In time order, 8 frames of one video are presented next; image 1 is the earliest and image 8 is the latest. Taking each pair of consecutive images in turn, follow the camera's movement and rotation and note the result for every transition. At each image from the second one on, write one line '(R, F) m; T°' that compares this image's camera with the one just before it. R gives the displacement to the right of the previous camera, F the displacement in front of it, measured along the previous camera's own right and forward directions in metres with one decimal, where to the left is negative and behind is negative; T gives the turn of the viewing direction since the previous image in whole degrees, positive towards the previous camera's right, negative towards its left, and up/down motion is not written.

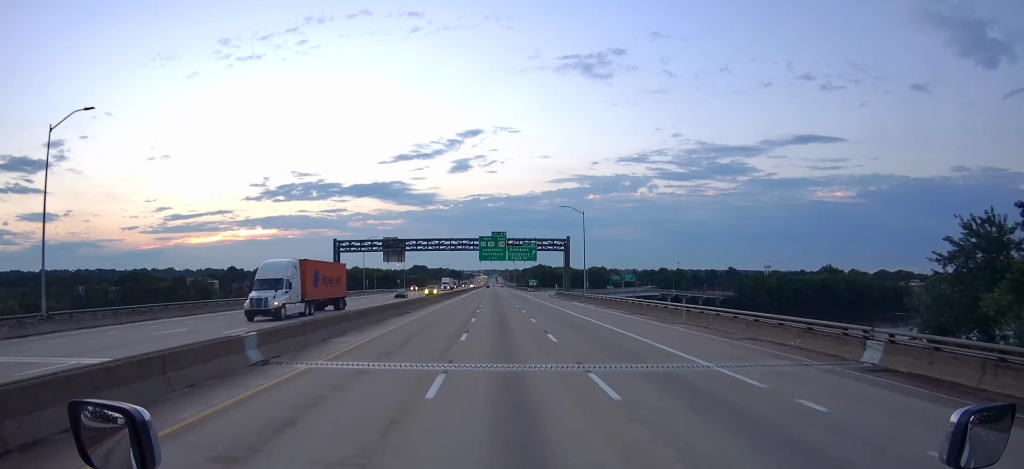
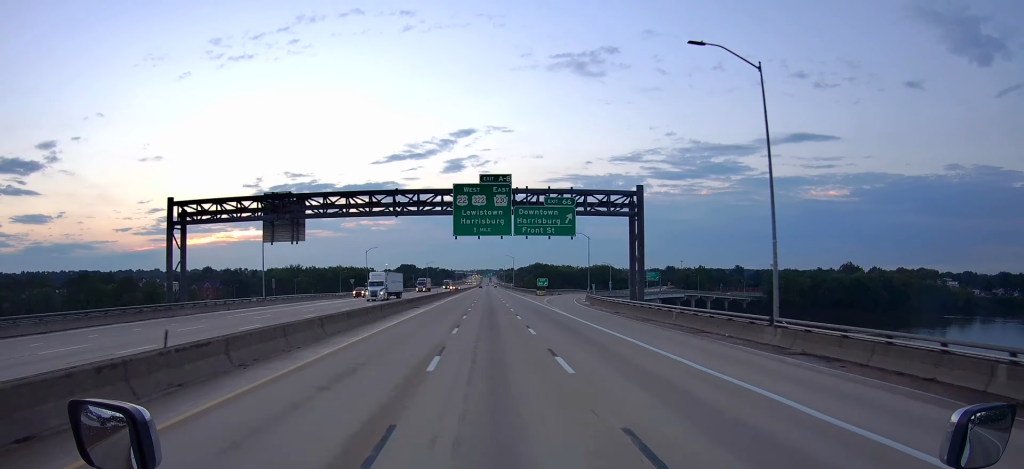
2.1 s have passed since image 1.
(+0.2, +60.2) m; 0°
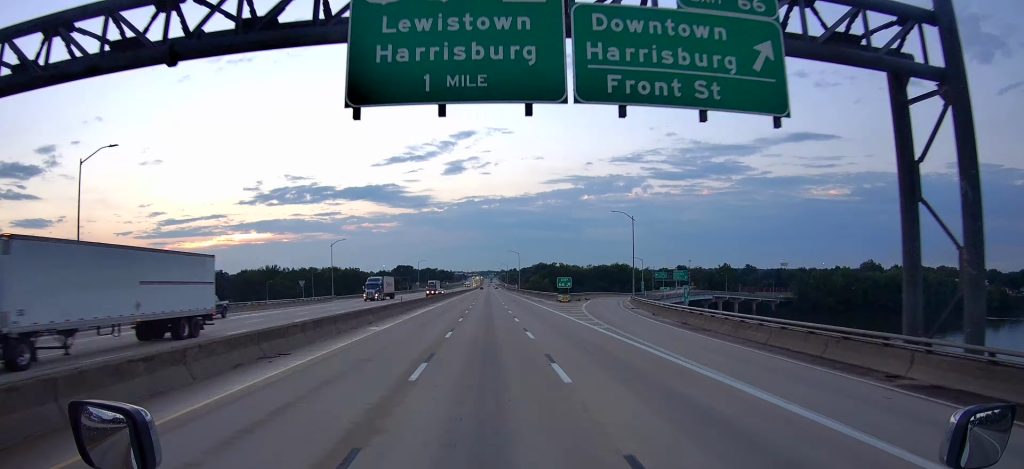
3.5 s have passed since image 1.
(-0.1, +42.7) m; 0°
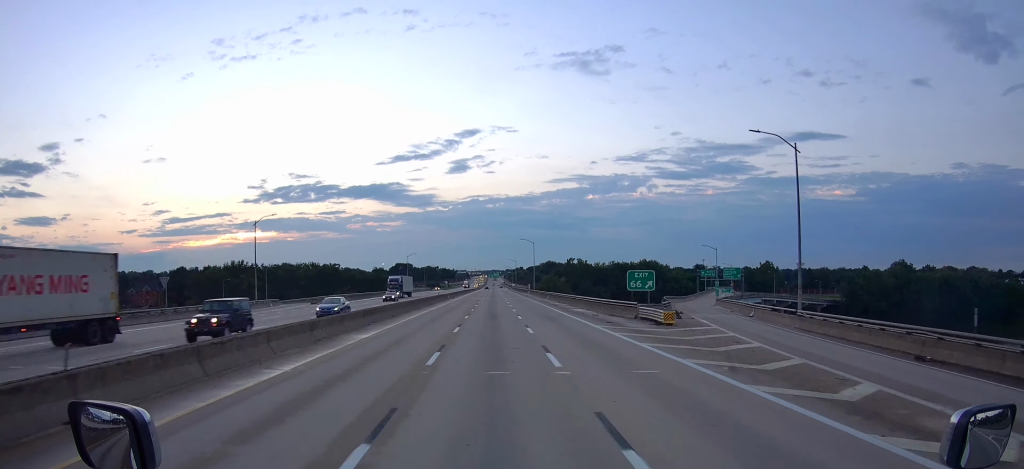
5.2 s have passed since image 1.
(-0.1, +52.4) m; 0°
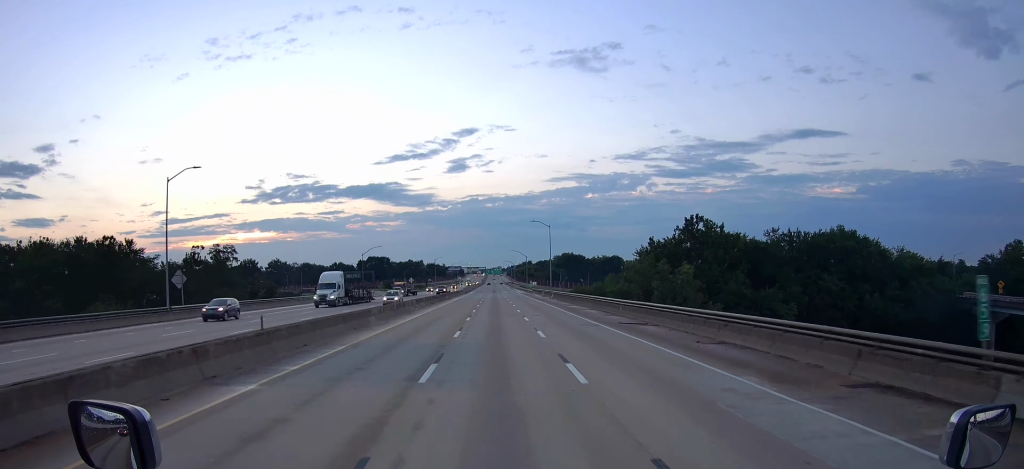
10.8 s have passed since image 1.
(0.0, +161.6) m; 0°
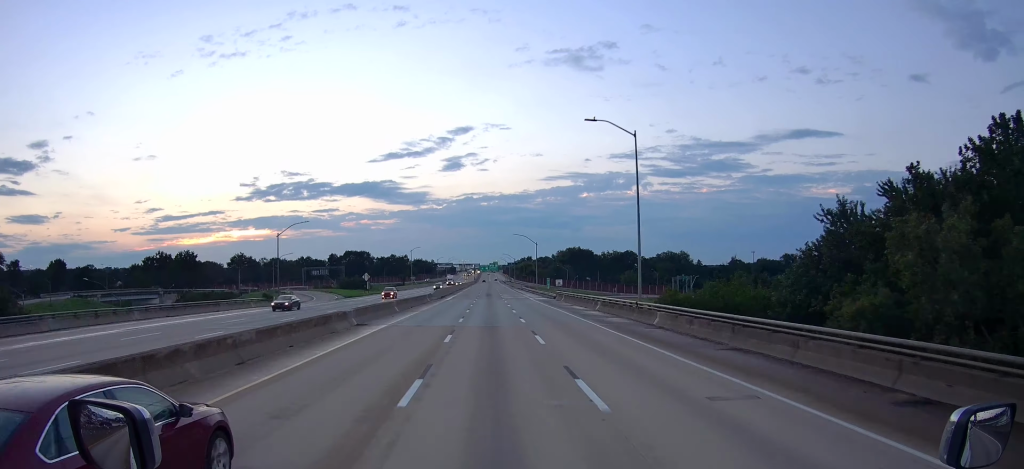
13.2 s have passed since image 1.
(+0.1, +50.8) m; 0°
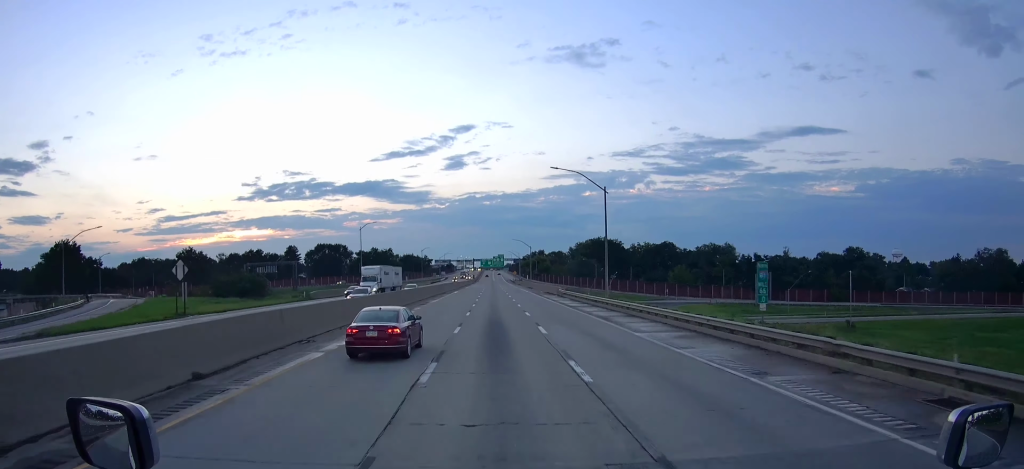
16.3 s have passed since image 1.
(-0.1, +68.4) m; 0°
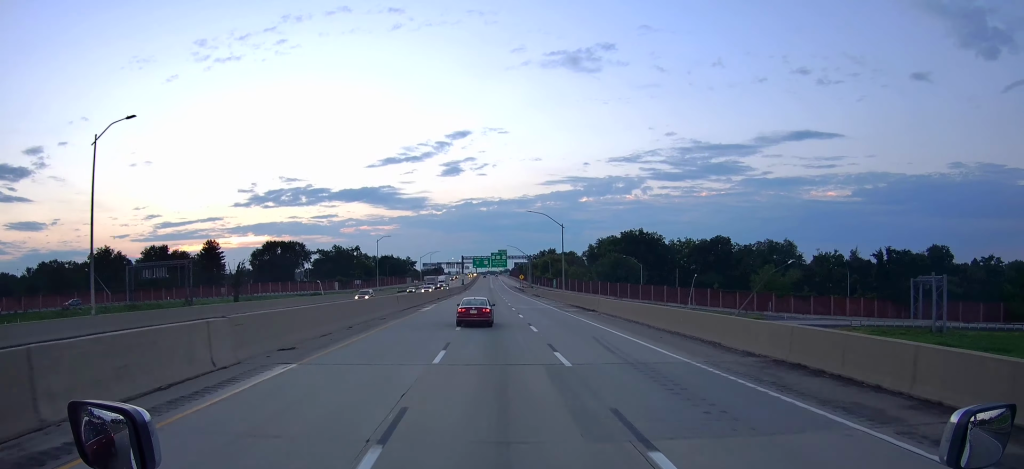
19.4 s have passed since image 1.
(0.0, +68.6) m; 0°
